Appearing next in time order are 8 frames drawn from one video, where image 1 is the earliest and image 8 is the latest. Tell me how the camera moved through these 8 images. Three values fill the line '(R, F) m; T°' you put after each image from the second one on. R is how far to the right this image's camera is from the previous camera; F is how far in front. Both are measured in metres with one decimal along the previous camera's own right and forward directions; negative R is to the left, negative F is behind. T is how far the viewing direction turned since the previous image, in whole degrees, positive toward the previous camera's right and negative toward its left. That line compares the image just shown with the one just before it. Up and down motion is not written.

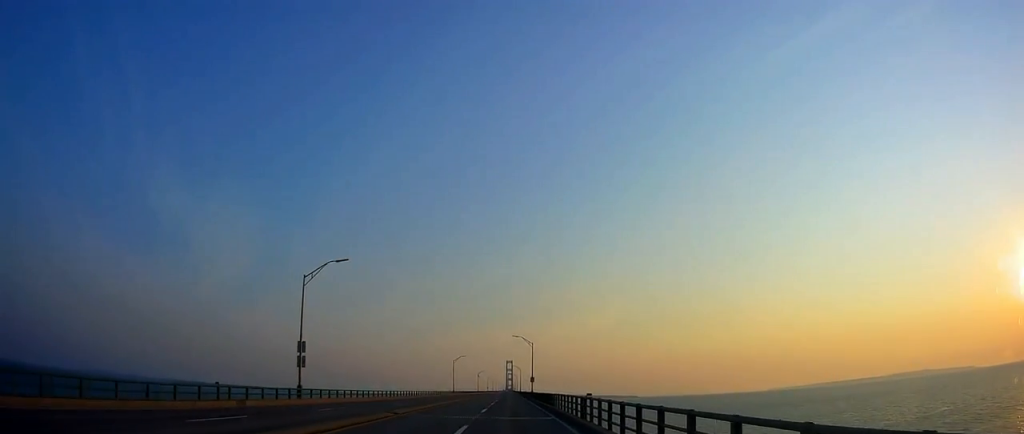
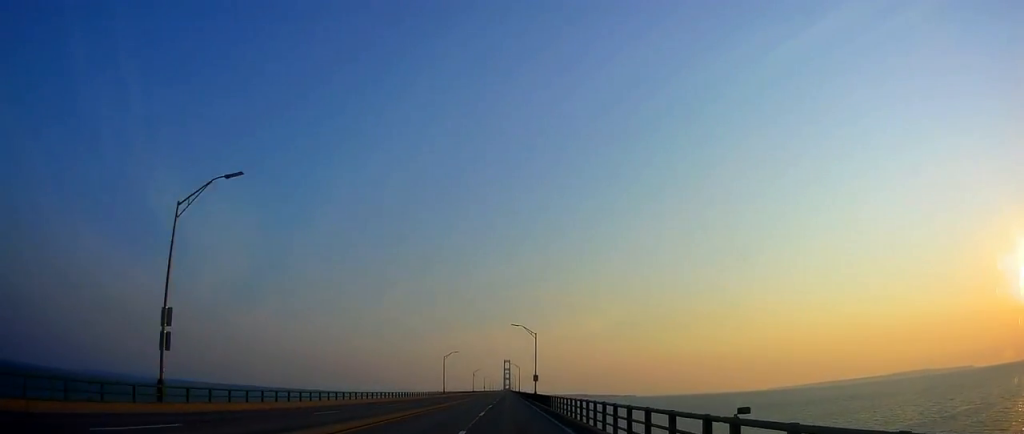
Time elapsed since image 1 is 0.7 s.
(+0.2, +16.1) m; 0°
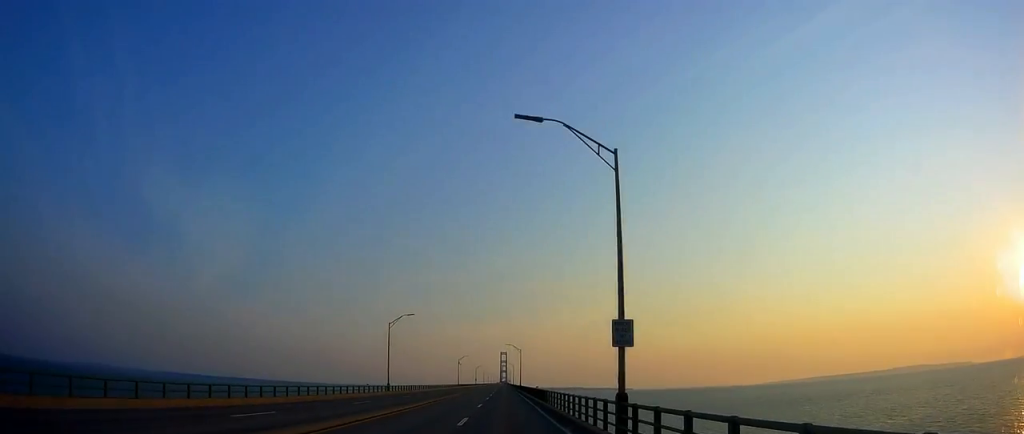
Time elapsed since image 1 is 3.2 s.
(+0.7, +53.8) m; +2°
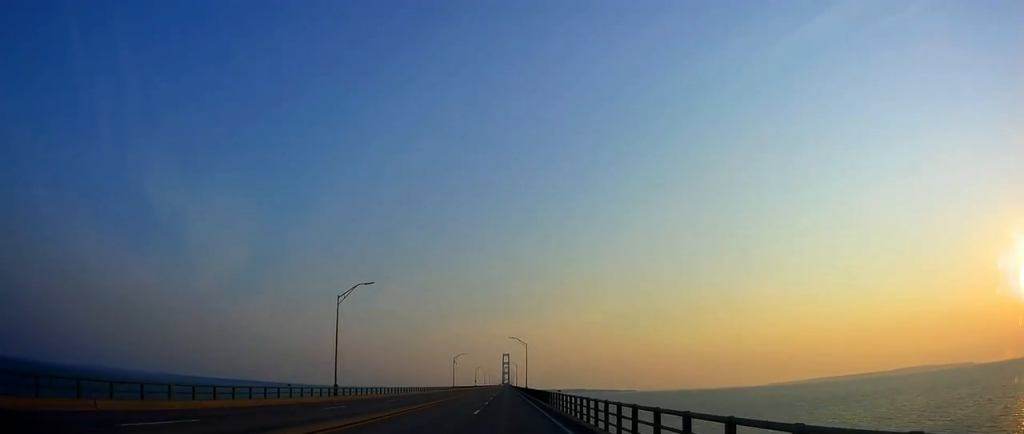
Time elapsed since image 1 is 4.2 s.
(0.0, +21.8) m; 0°
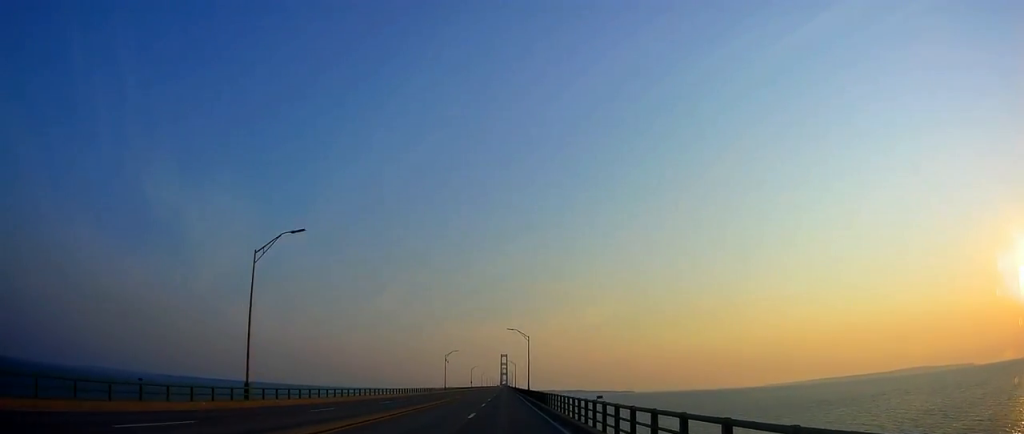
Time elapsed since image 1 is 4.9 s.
(0.0, +15.9) m; 0°
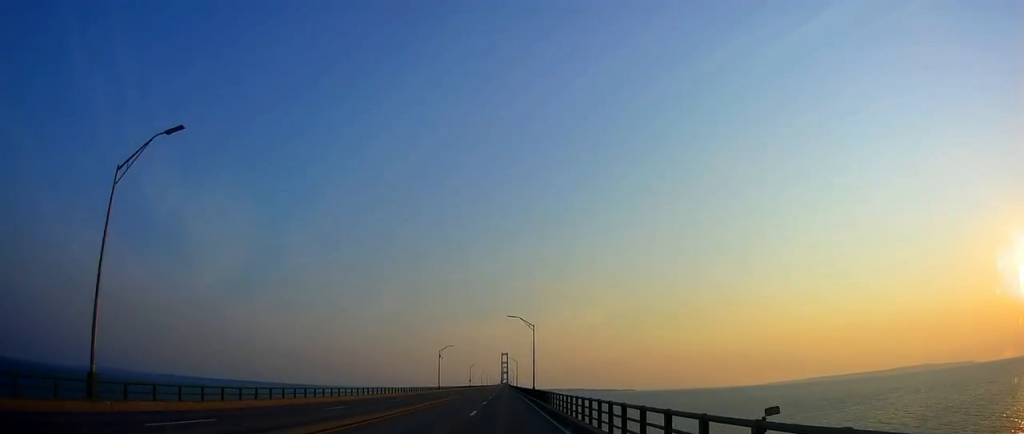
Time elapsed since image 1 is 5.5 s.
(+0.1, +12.9) m; 0°
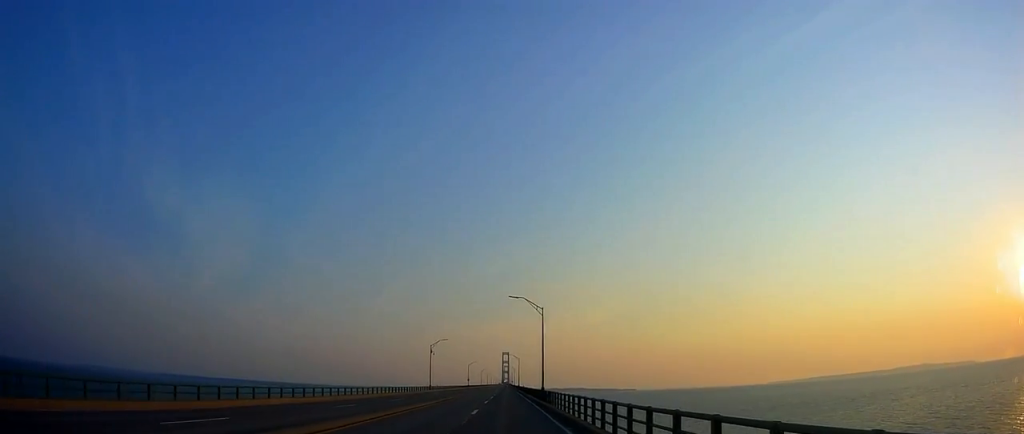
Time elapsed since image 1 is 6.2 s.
(-0.1, +14.4) m; 0°
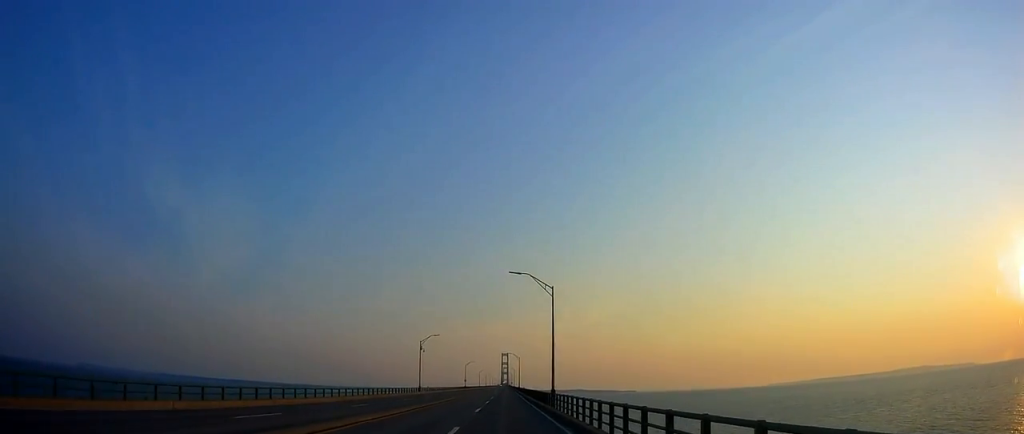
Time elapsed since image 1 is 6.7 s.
(0.0, +11.5) m; 0°
